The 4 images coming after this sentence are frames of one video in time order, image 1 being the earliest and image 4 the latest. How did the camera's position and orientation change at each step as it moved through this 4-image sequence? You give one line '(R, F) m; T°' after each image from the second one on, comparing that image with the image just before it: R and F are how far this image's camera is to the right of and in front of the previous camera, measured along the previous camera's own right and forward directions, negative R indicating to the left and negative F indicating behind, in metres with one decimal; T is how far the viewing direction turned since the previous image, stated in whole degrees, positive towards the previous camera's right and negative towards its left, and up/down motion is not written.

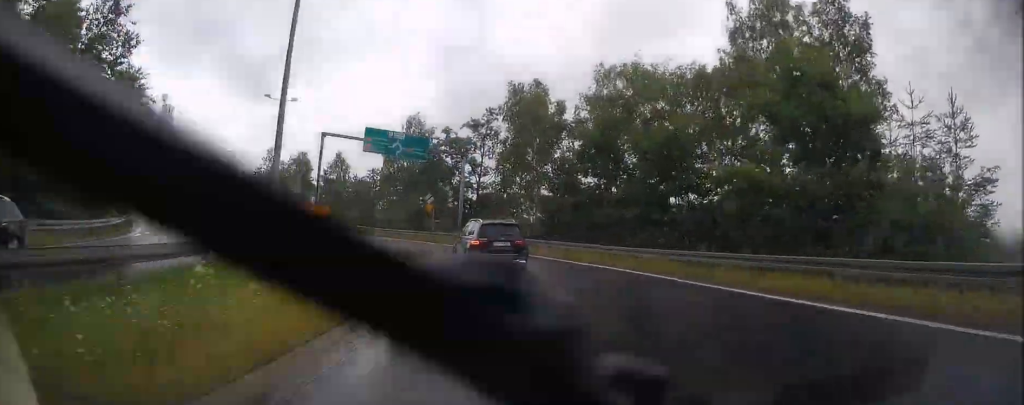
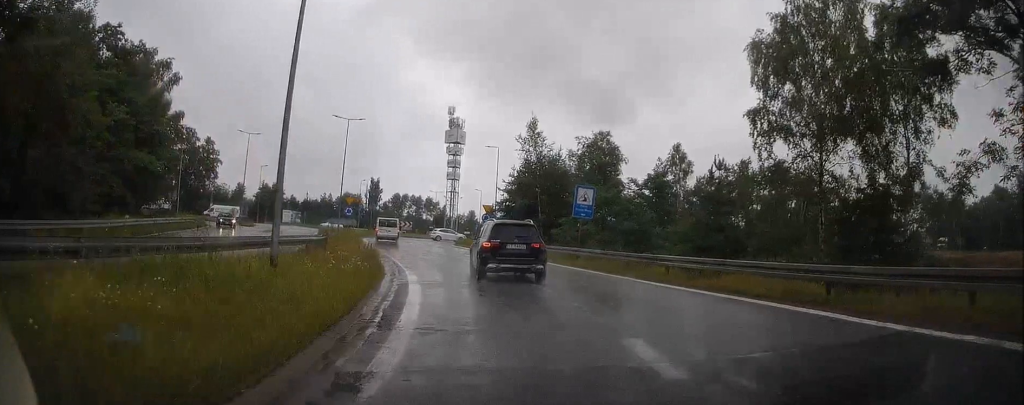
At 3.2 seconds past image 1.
(-13.0, +37.1) m; -37°
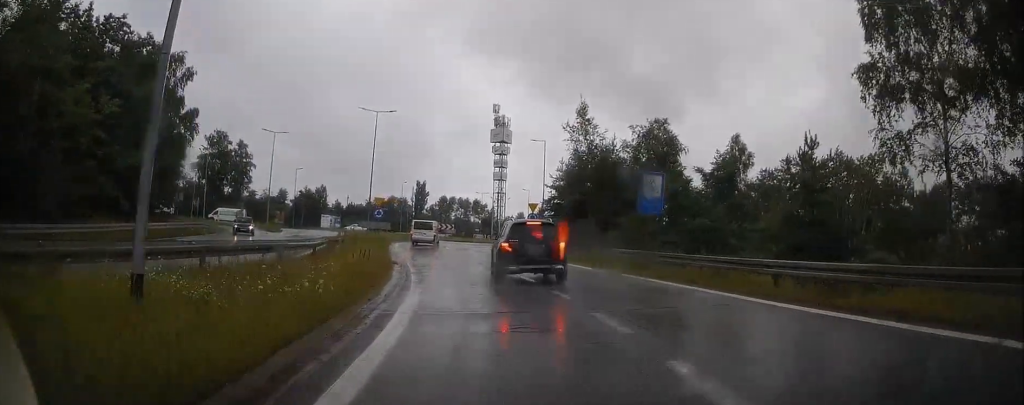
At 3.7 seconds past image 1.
(-0.3, +5.5) m; -3°
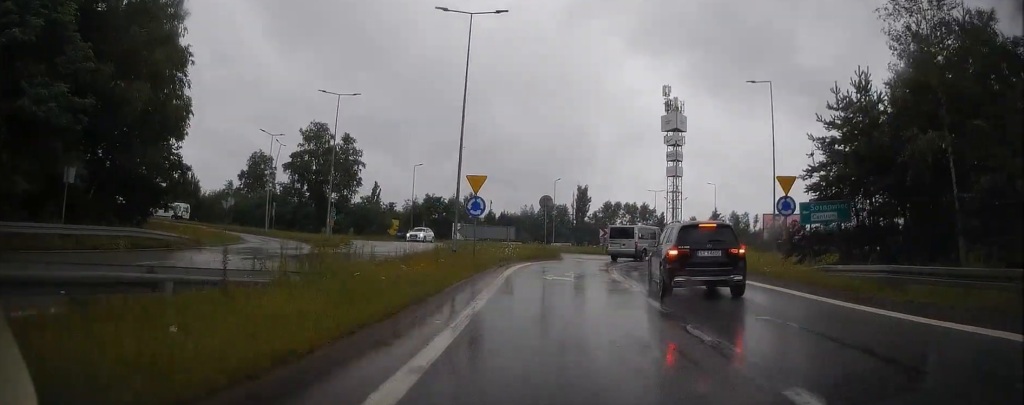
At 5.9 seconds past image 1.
(-2.0, +23.4) m; -6°
